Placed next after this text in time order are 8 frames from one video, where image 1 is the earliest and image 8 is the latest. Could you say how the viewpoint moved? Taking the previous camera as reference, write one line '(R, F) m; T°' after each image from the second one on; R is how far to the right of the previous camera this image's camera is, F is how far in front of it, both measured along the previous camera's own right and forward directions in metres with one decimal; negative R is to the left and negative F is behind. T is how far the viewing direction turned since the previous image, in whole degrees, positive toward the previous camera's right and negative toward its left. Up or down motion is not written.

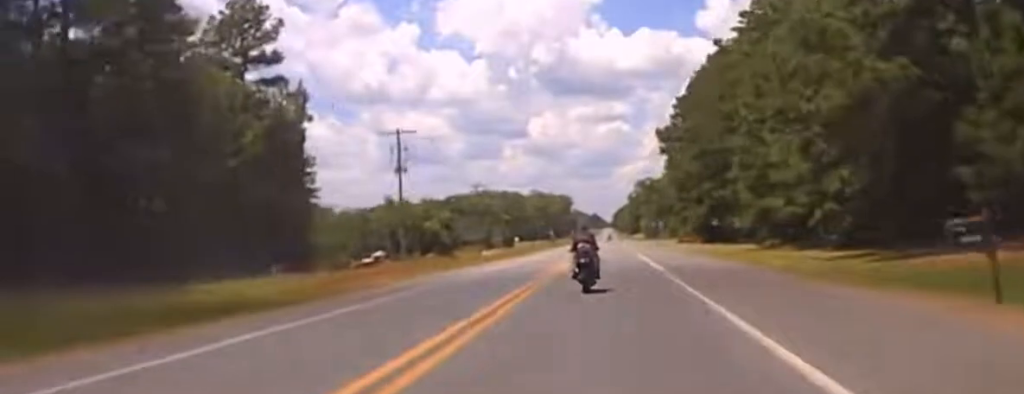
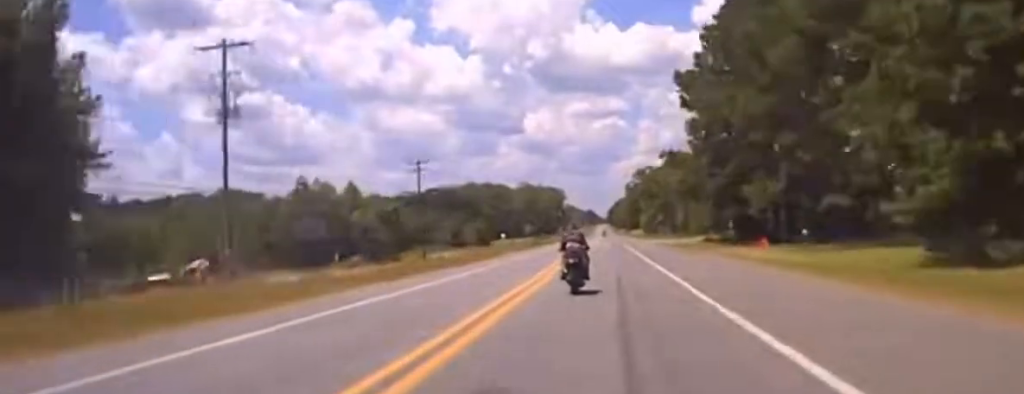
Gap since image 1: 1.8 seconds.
(-0.3, +43.0) m; 0°
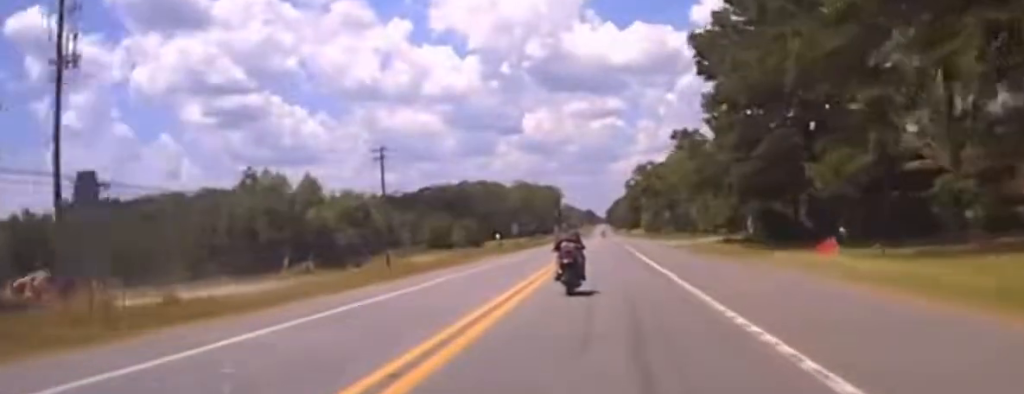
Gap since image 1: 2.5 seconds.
(+0.2, +15.8) m; +1°
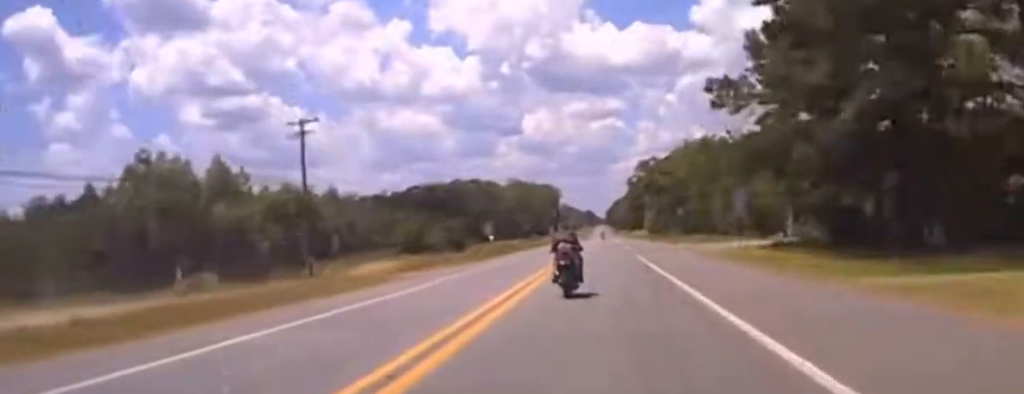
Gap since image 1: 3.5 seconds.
(+0.2, +21.0) m; 0°
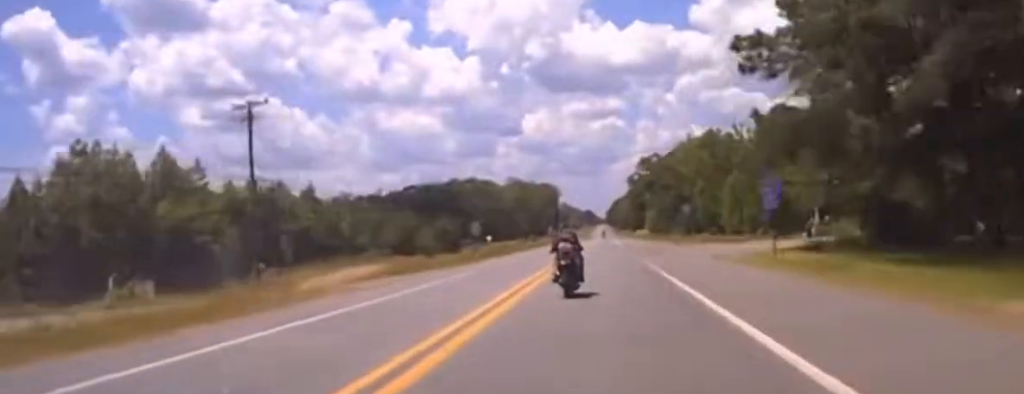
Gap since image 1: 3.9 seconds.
(+0.1, +8.7) m; 0°
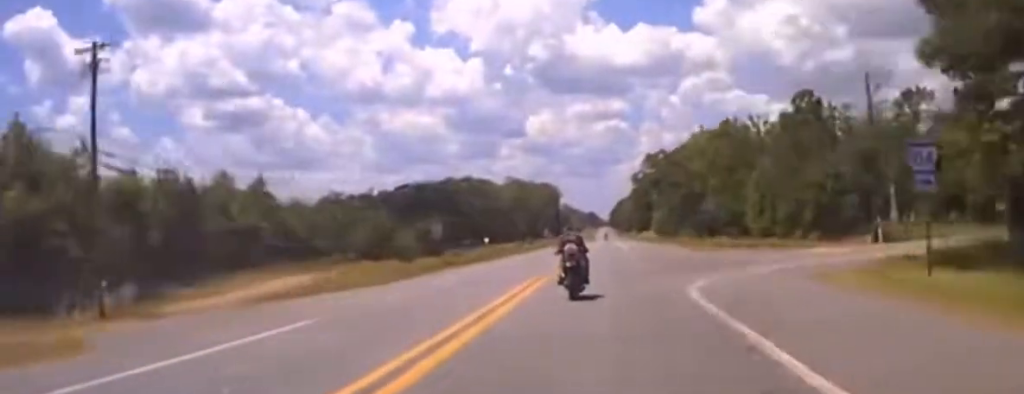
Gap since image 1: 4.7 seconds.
(-0.2, +15.9) m; -1°
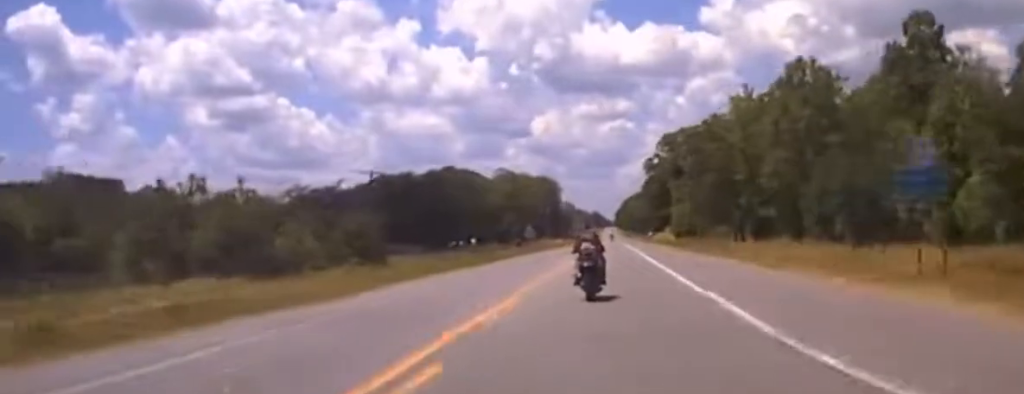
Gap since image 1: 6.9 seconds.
(-0.4, +52.0) m; 0°
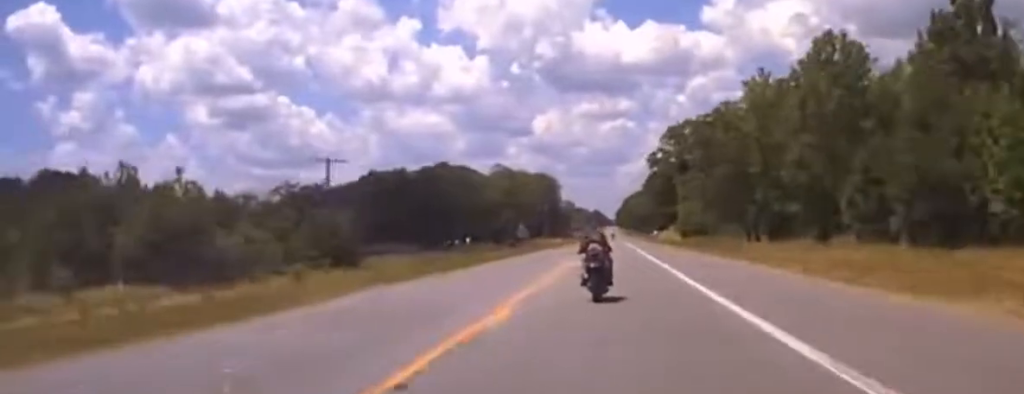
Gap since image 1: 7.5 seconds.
(+0.1, +14.6) m; 0°
